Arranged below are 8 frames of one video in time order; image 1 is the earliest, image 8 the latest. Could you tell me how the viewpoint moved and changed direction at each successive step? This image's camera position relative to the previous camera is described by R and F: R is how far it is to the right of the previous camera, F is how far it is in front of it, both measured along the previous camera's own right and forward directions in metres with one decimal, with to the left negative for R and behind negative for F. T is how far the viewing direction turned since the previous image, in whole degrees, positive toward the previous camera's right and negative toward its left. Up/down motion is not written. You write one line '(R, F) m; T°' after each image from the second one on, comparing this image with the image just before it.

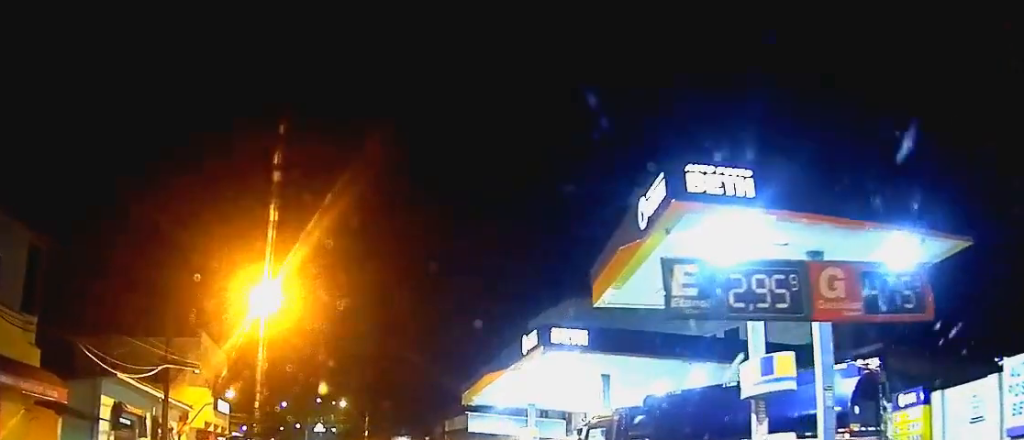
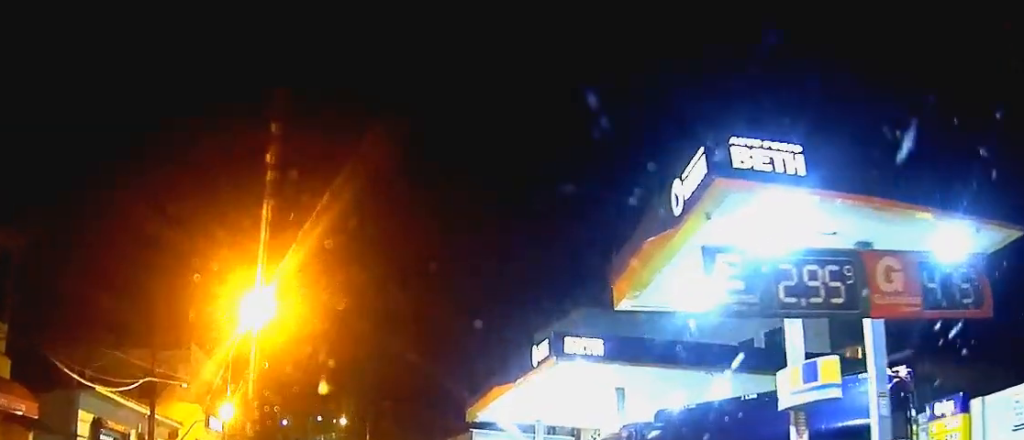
(+0.1, +1.7) m; -3°
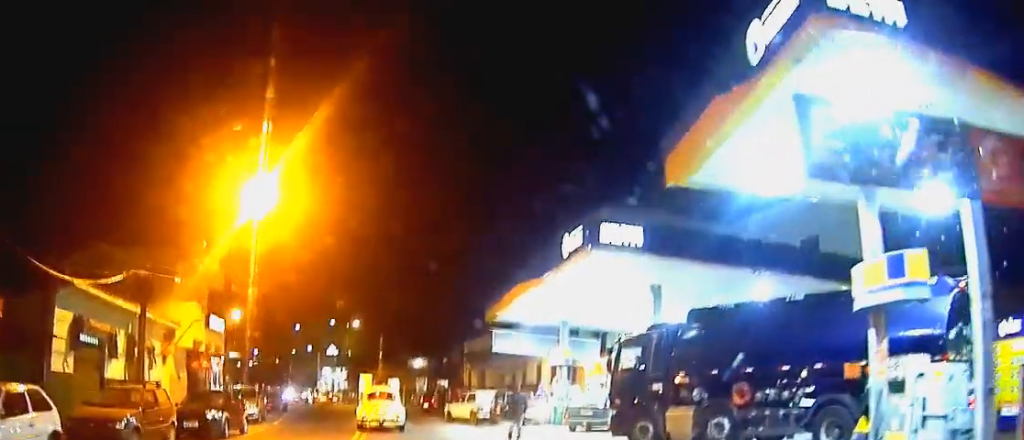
(-0.2, +2.6) m; -3°
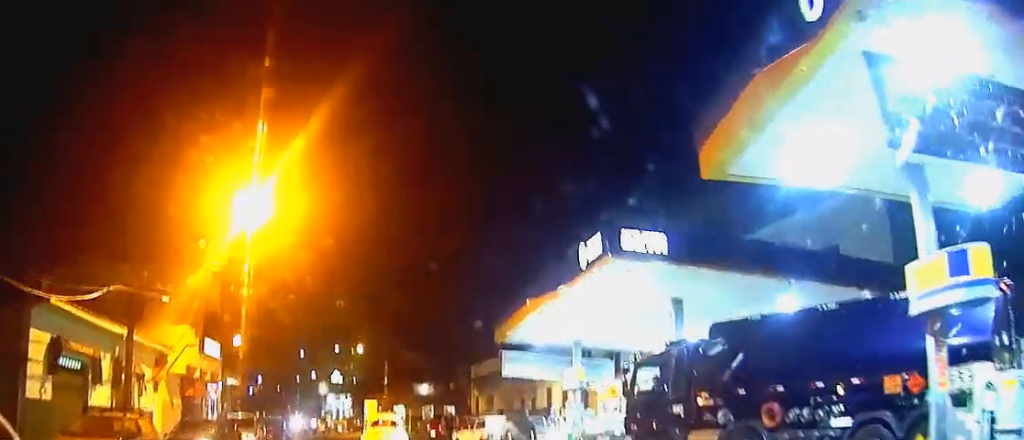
(-0.2, +1.8) m; -2°
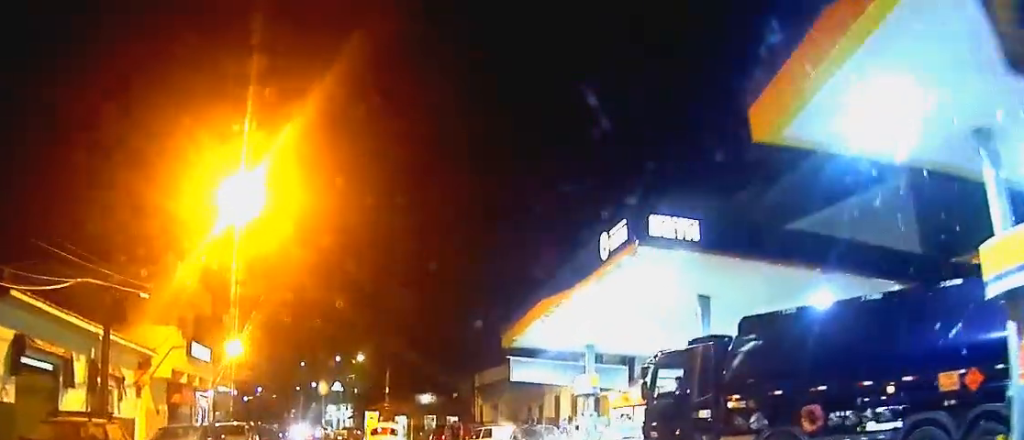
(0.0, +2.1) m; +1°
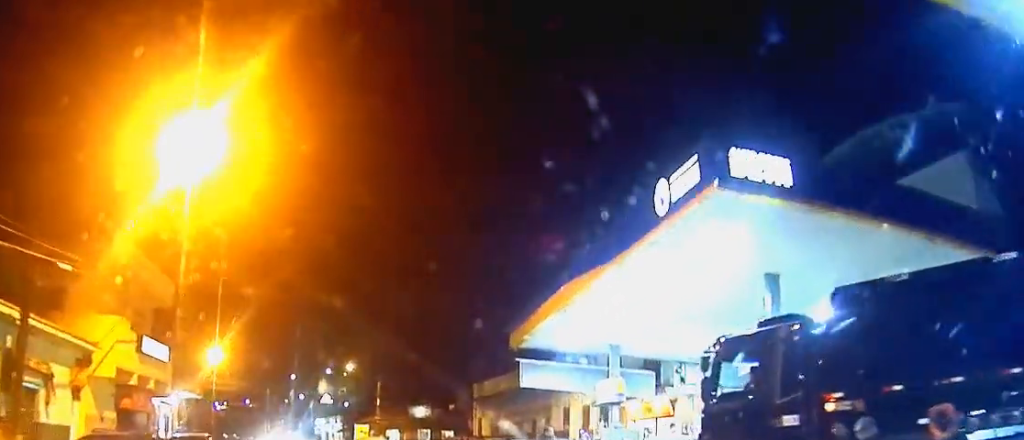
(+0.1, +4.6) m; +8°
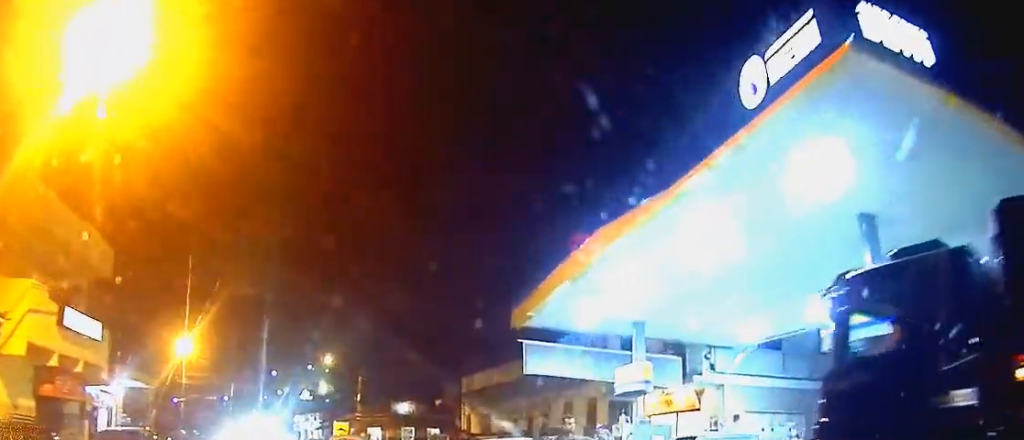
(+0.5, +4.5) m; +5°
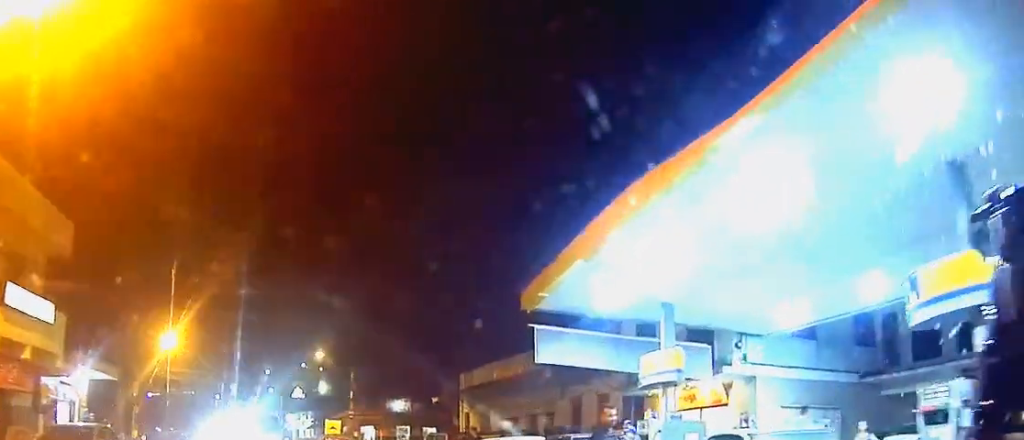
(0.0, +2.8) m; +1°
